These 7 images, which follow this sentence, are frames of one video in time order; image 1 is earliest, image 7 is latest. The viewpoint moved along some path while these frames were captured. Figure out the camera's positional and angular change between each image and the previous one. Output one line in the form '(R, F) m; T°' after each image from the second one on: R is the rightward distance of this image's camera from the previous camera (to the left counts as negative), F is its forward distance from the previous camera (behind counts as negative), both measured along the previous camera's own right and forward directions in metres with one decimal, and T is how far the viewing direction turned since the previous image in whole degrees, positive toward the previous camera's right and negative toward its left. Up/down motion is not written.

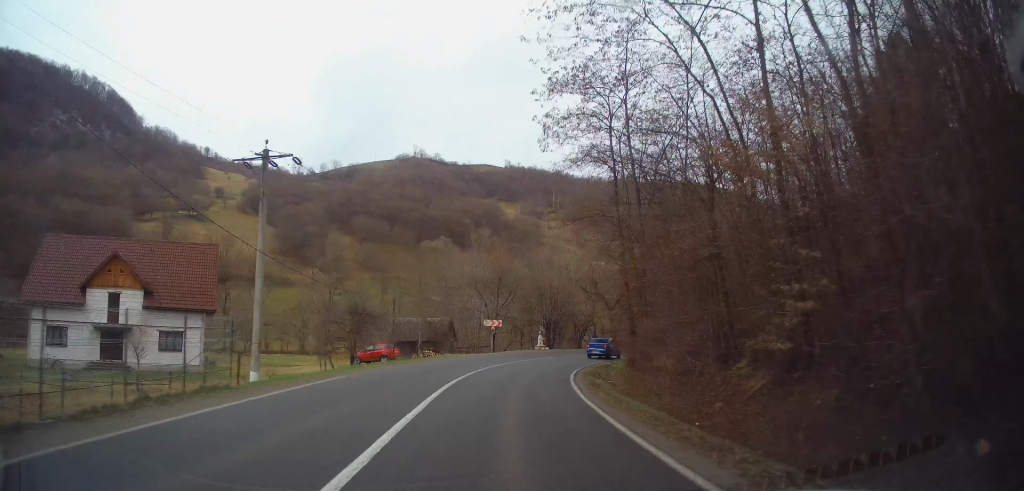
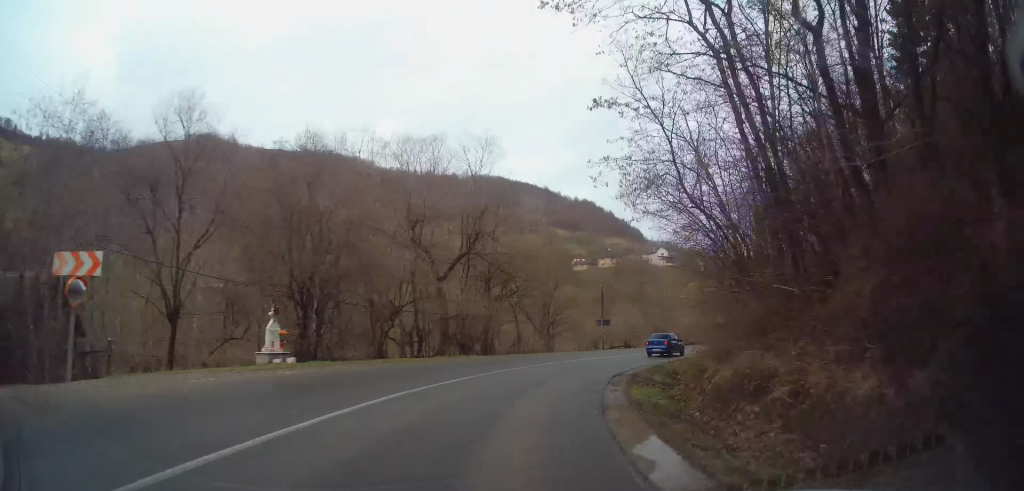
(+5.6, +31.6) m; +23°
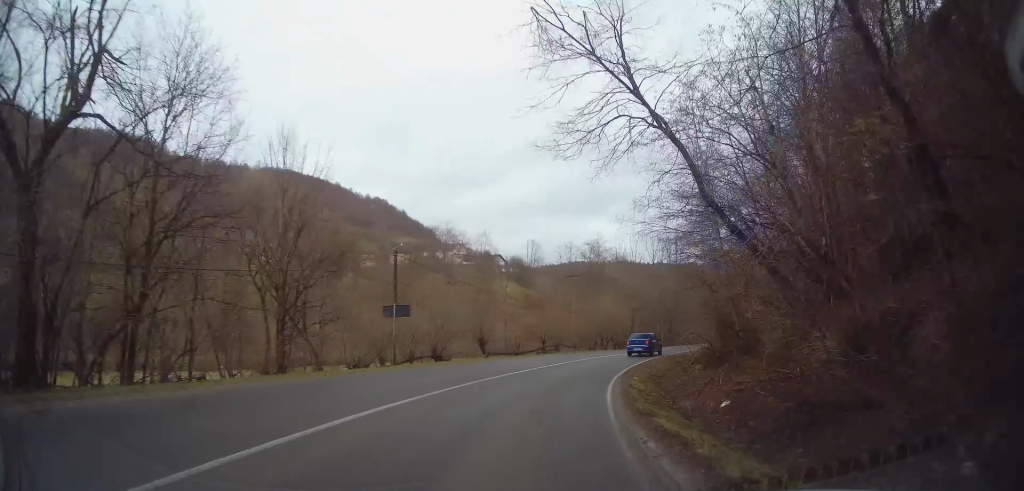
(+3.5, +22.6) m; +21°
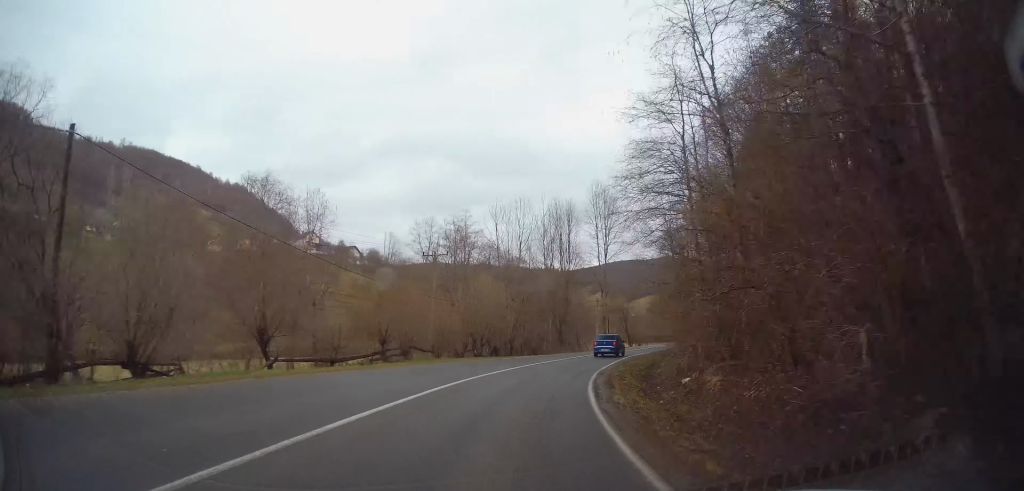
(+2.5, +16.4) m; +15°
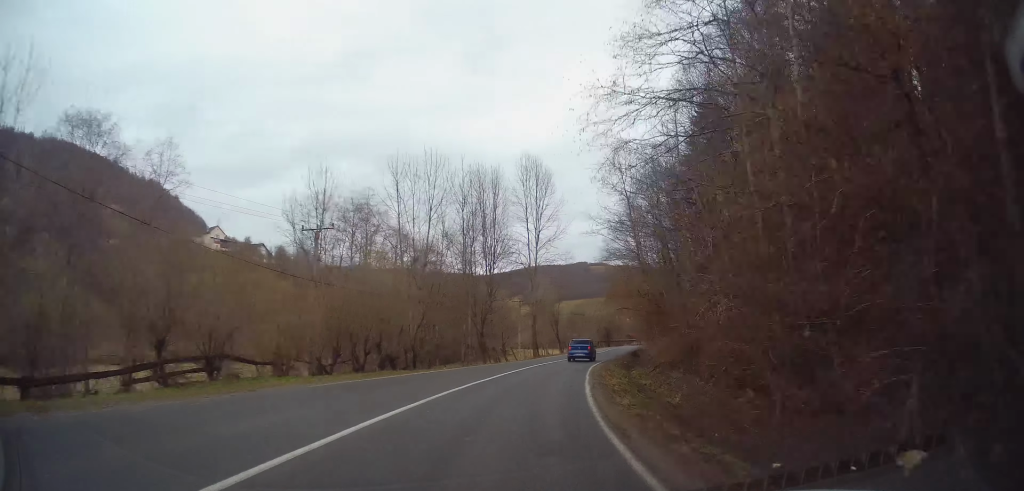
(+1.3, +12.4) m; +8°
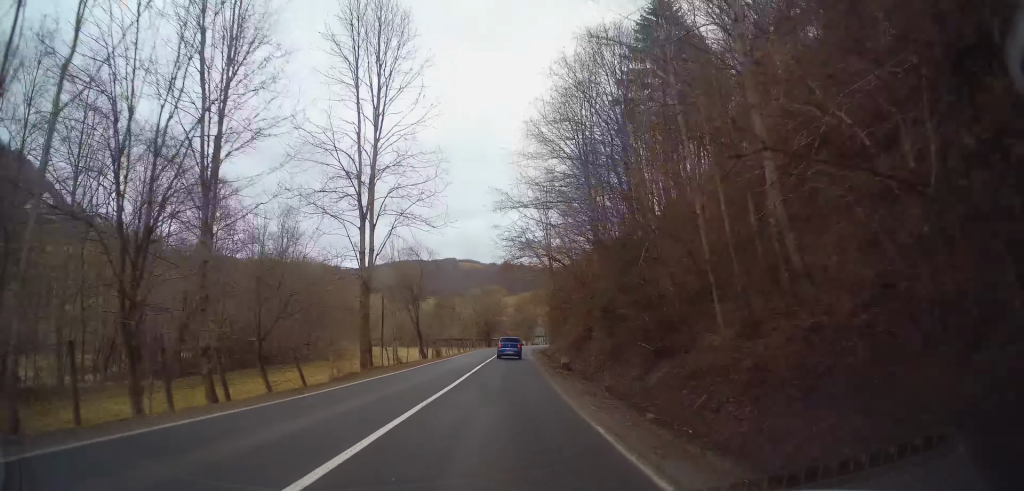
(+3.6, +28.9) m; +11°
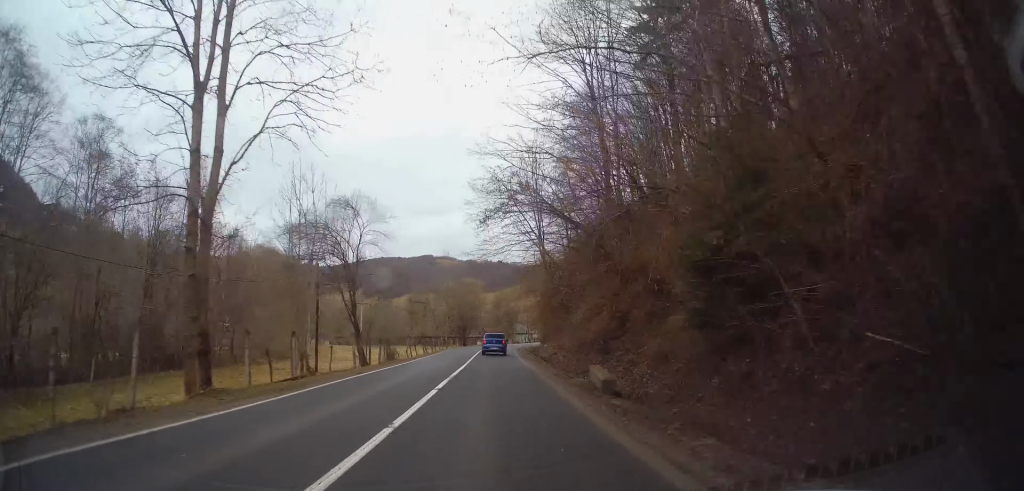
(+0.2, +13.7) m; +3°
